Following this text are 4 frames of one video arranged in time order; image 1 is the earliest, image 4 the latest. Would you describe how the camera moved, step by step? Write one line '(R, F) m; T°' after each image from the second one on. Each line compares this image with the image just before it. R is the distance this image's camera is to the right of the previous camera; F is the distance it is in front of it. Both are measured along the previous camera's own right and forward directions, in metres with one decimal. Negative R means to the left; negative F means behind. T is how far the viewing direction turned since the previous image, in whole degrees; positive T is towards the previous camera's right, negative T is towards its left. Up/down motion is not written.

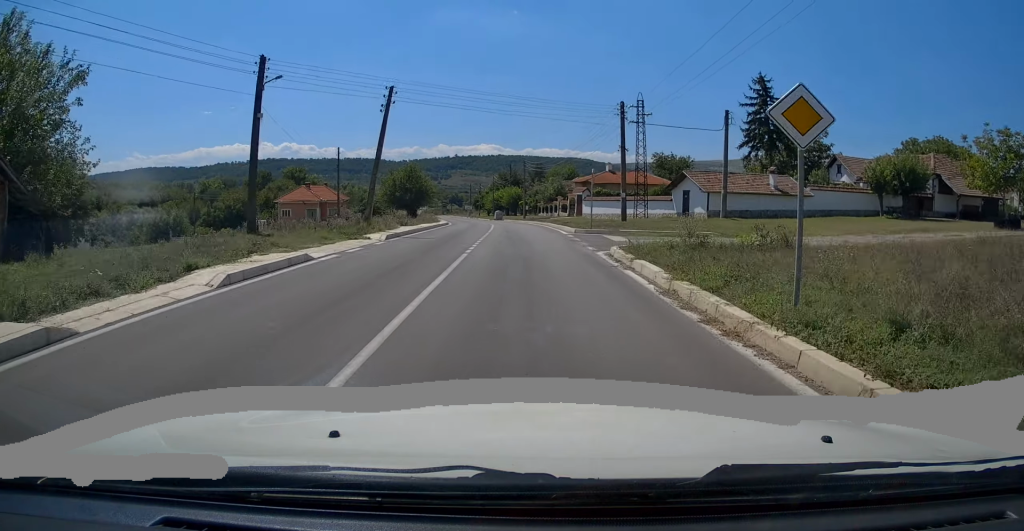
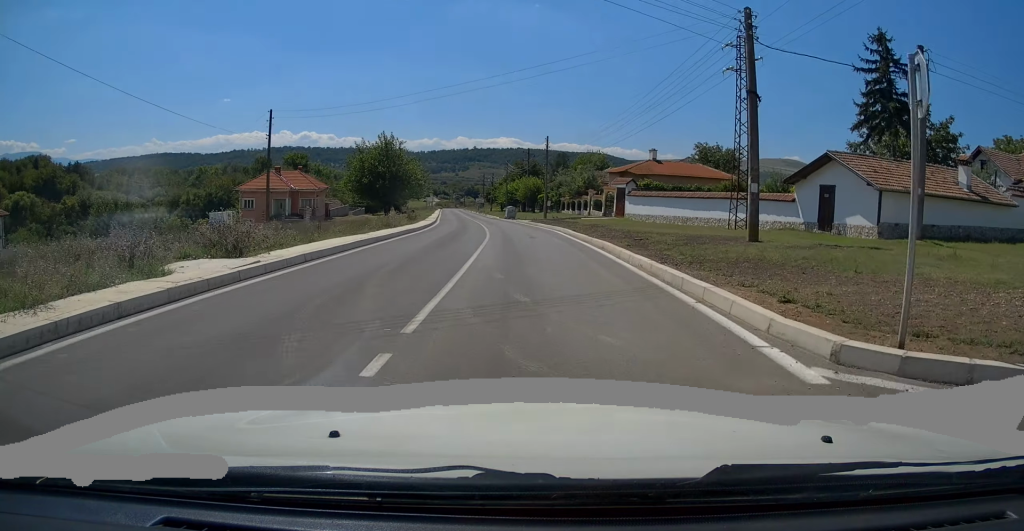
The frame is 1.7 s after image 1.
(0.0, +19.8) m; -1°
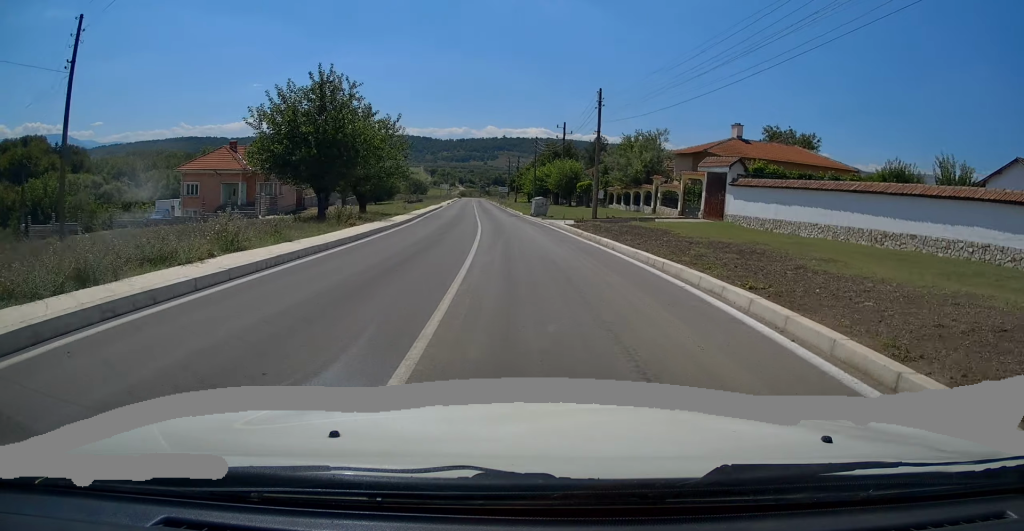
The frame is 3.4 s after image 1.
(-0.7, +21.1) m; -4°
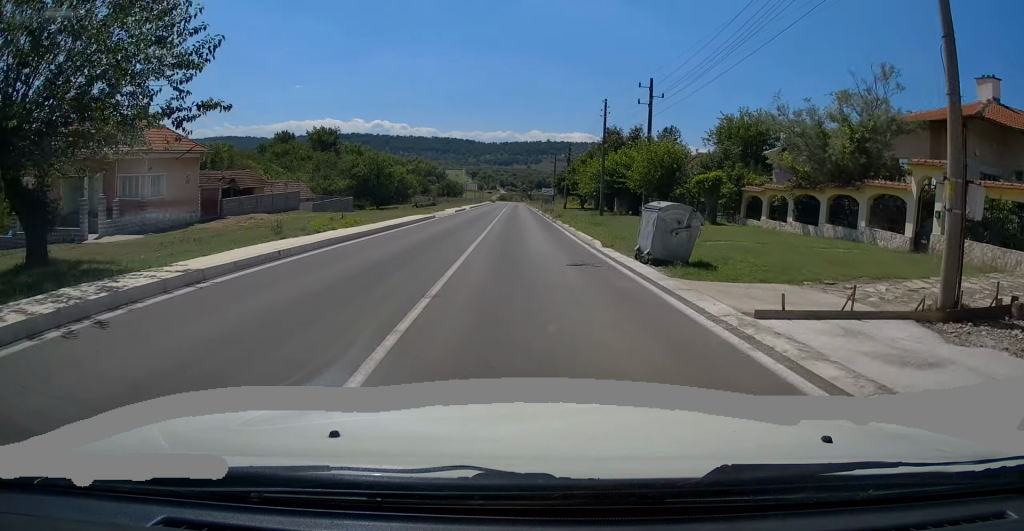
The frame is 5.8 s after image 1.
(-0.4, +28.3) m; -2°
